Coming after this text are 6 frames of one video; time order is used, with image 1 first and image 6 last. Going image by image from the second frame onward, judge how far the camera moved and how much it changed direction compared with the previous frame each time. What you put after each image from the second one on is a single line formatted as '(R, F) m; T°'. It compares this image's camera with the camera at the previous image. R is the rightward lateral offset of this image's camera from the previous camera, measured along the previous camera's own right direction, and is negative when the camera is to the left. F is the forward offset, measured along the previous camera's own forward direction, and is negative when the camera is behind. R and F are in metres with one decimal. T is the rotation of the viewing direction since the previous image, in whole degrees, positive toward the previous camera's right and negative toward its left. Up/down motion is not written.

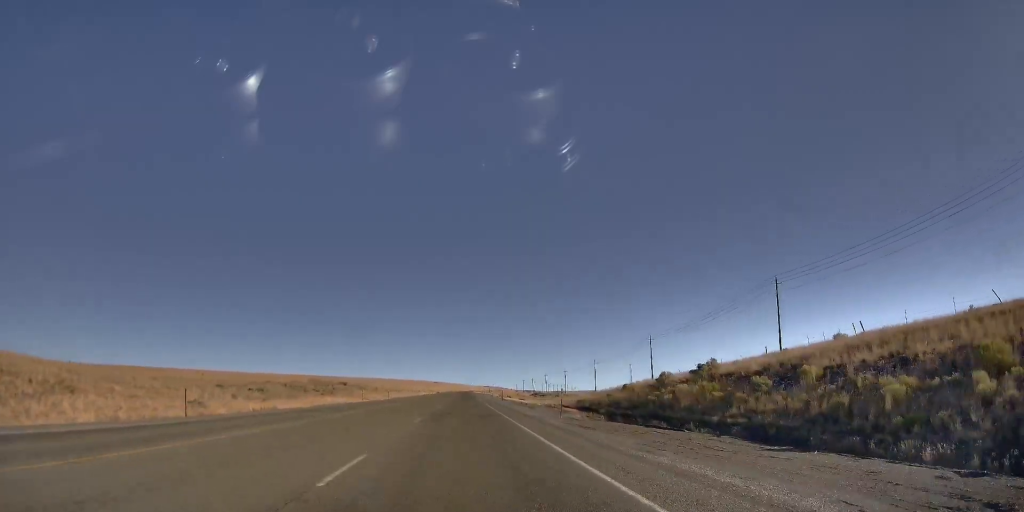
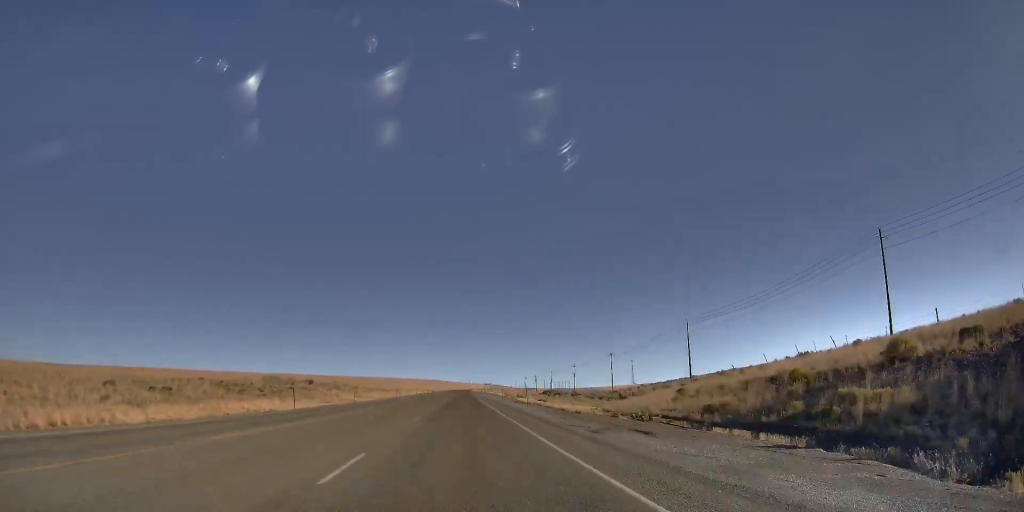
(0.0, +30.0) m; 0°
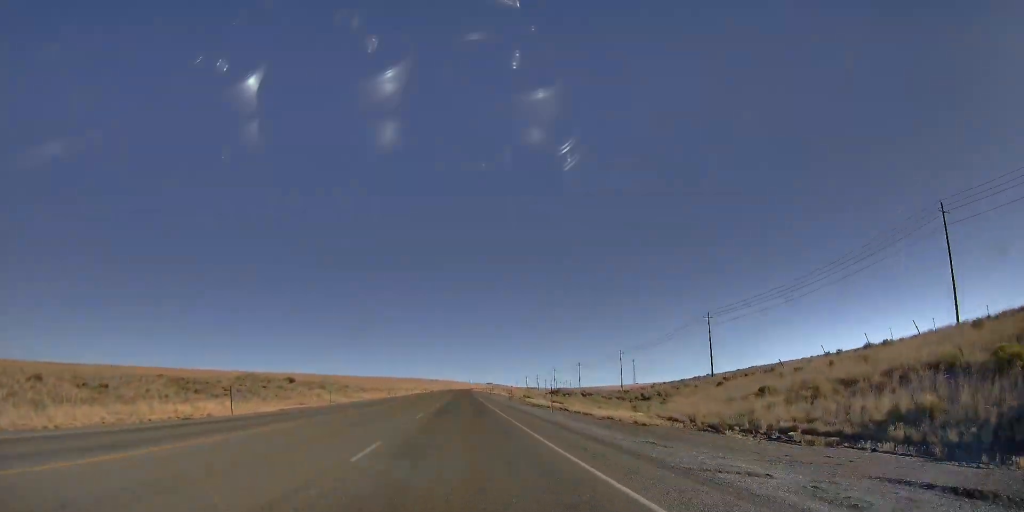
(0.0, +12.6) m; 0°
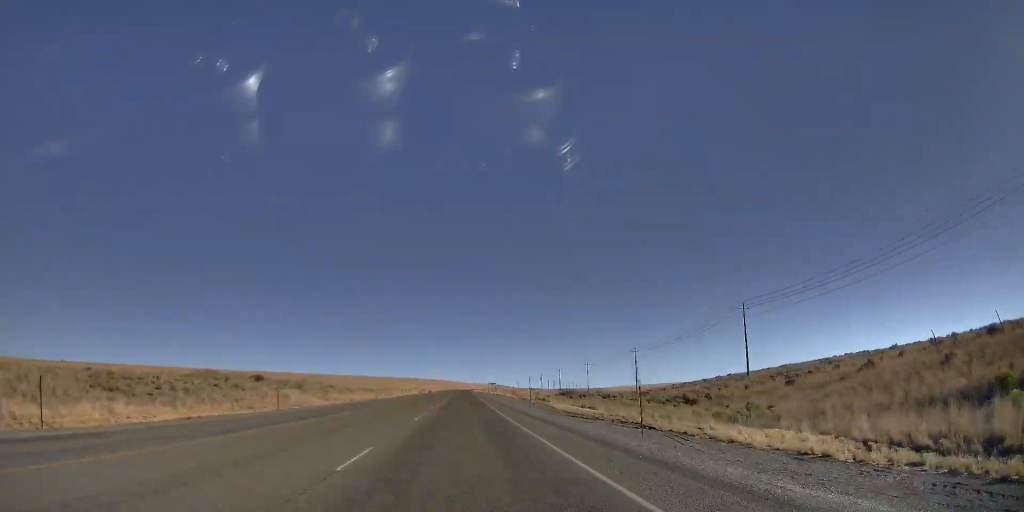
(0.0, +16.5) m; 0°
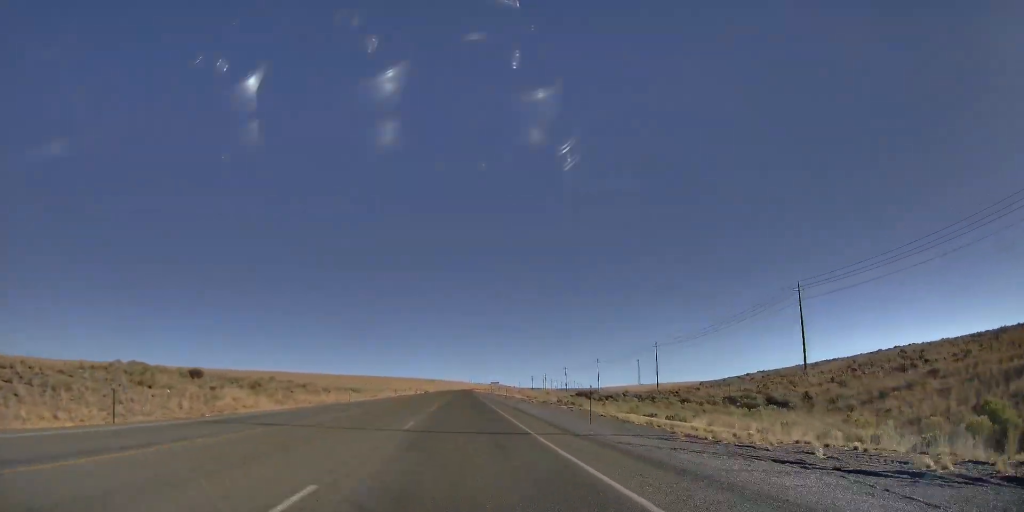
(0.0, +20.5) m; 0°
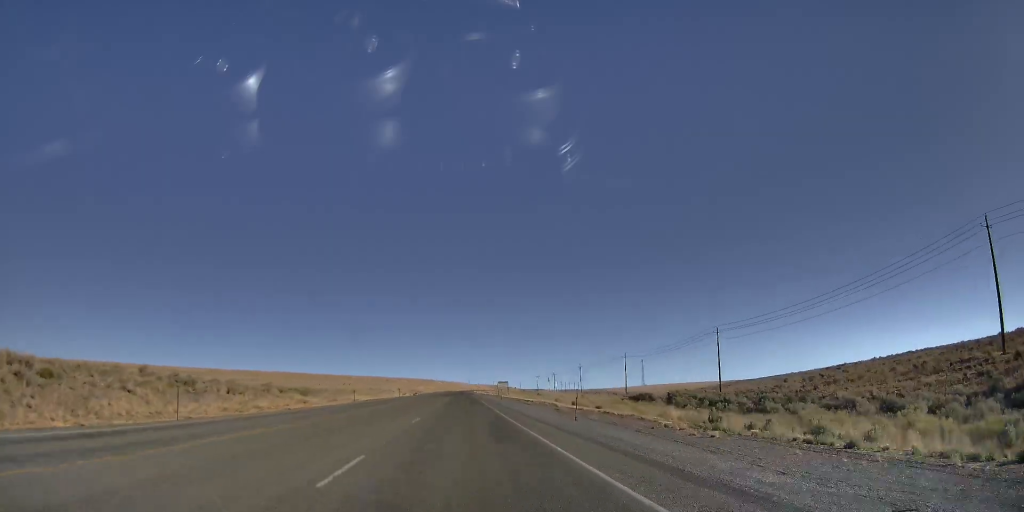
(0.0, +42.1) m; +1°
